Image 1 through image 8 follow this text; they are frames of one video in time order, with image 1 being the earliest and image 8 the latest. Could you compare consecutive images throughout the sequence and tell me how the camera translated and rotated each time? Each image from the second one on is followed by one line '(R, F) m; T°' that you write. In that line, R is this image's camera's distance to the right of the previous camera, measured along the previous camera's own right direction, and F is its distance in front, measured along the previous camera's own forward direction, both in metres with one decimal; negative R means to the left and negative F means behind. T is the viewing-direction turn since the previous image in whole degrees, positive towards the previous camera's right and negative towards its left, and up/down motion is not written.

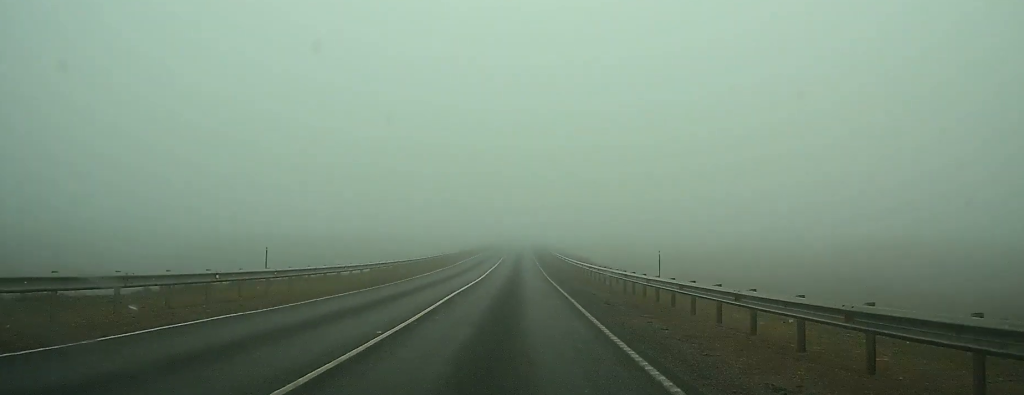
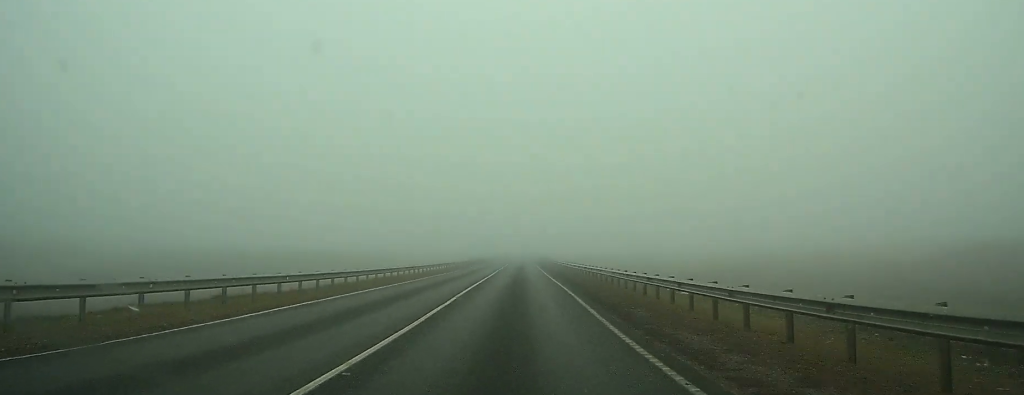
(0.0, +42.7) m; 0°
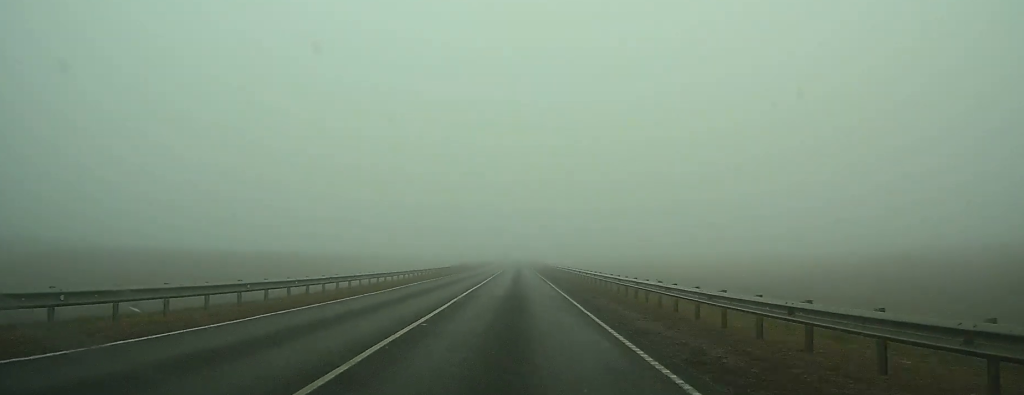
(0.0, +34.4) m; 0°
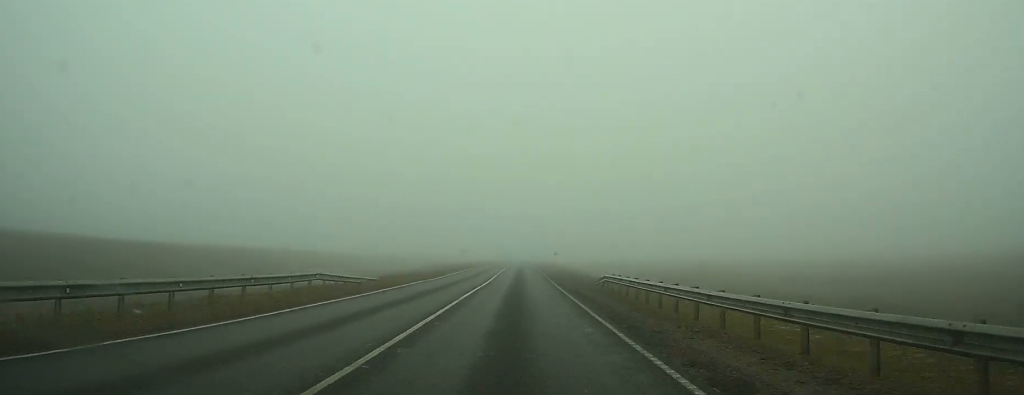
(-0.2, +63.8) m; 0°
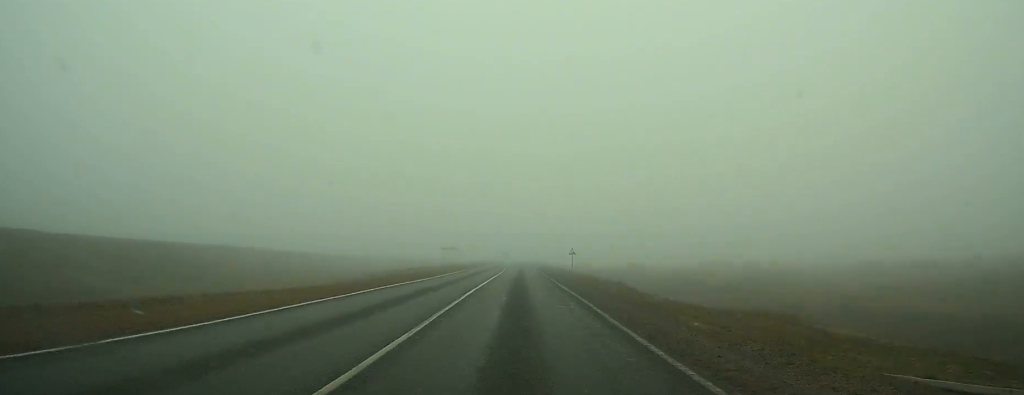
(0.0, +32.5) m; 0°
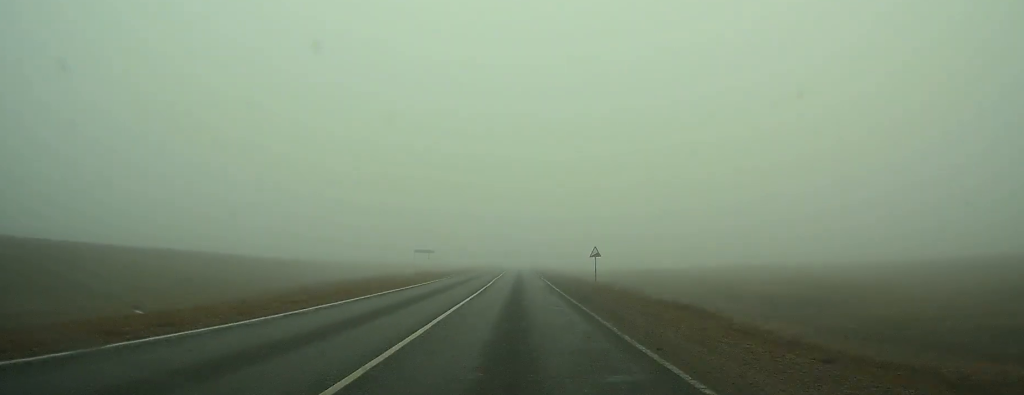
(0.0, +21.1) m; 0°
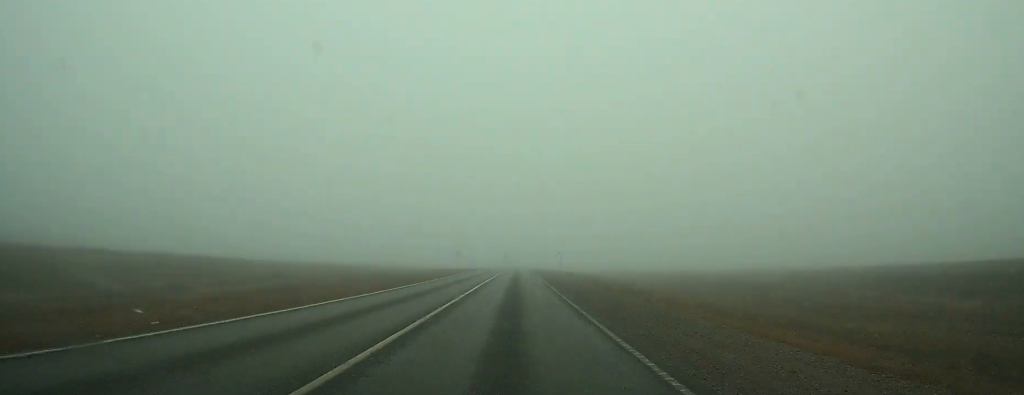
(-0.3, +112.2) m; 0°
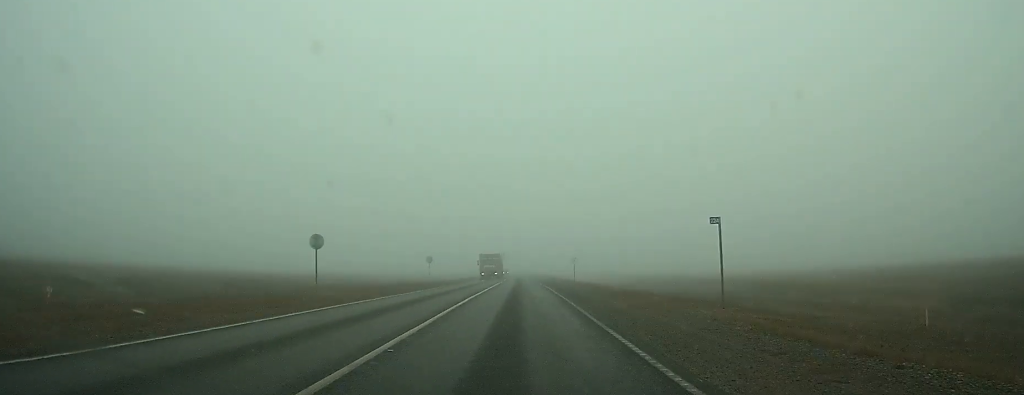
(+0.3, +67.1) m; 0°
